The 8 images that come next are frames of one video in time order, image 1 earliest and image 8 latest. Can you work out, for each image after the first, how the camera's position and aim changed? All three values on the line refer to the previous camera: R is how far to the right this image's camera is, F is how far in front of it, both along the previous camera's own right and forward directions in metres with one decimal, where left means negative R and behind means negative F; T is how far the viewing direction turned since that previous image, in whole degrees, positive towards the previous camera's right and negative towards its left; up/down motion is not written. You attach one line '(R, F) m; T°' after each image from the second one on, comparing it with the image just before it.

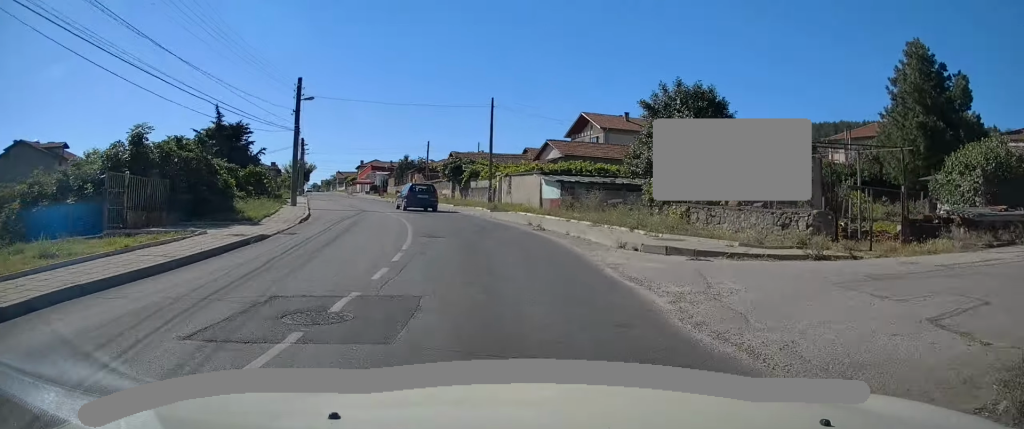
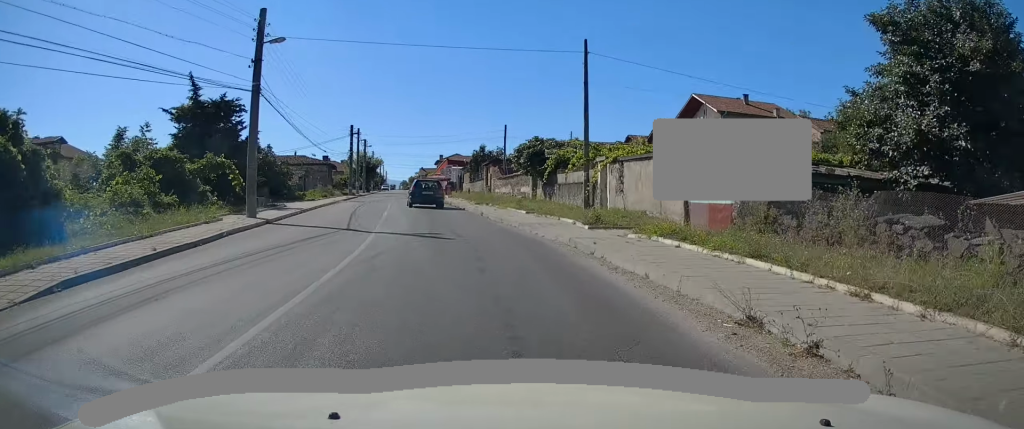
(-0.7, +15.4) m; -7°
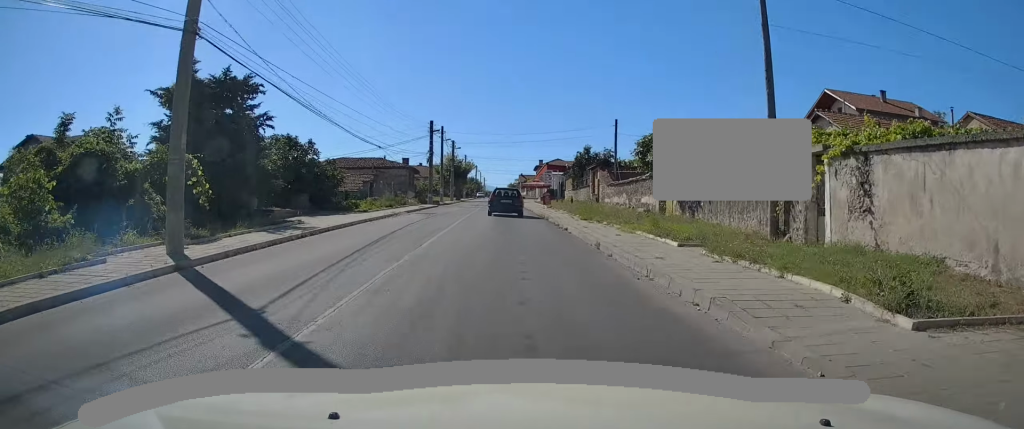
(-0.6, +10.4) m; -5°
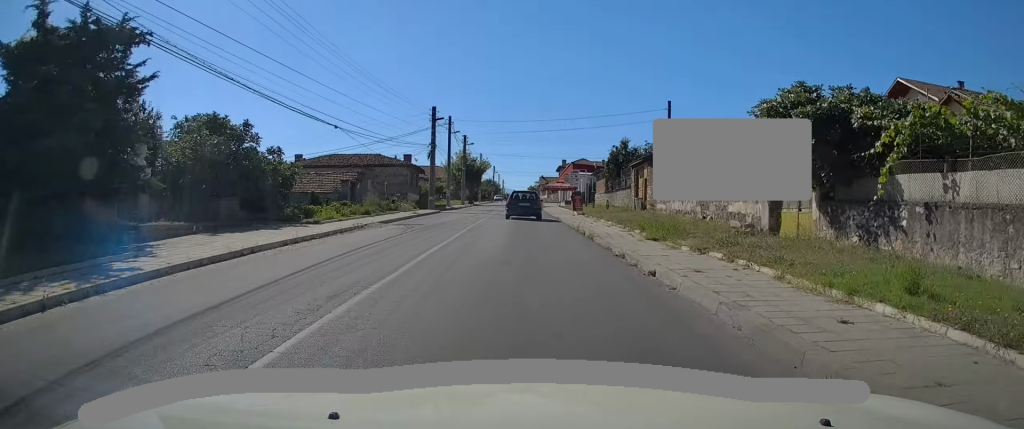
(-0.4, +10.5) m; -3°
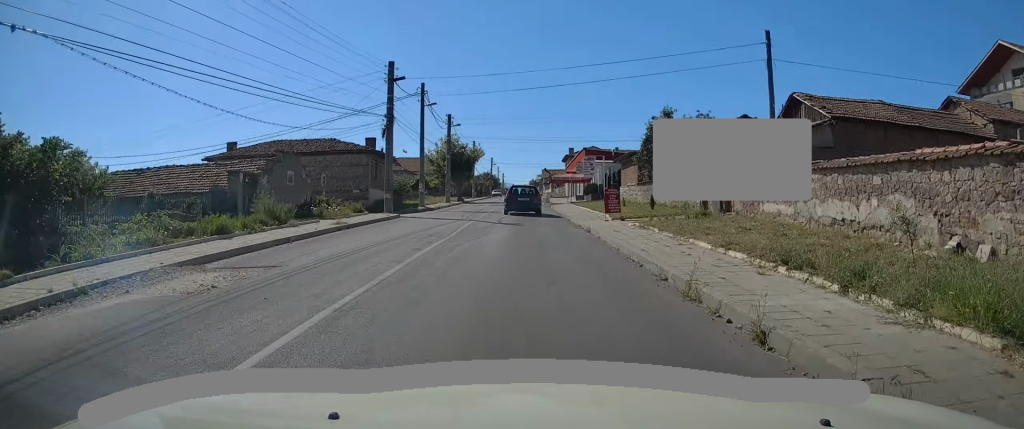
(-0.3, +14.2) m; -2°
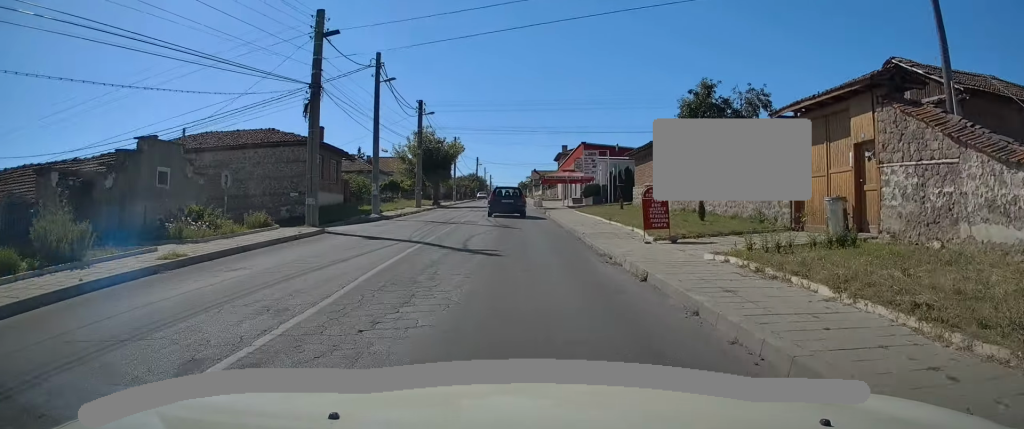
(-0.3, +9.5) m; 0°
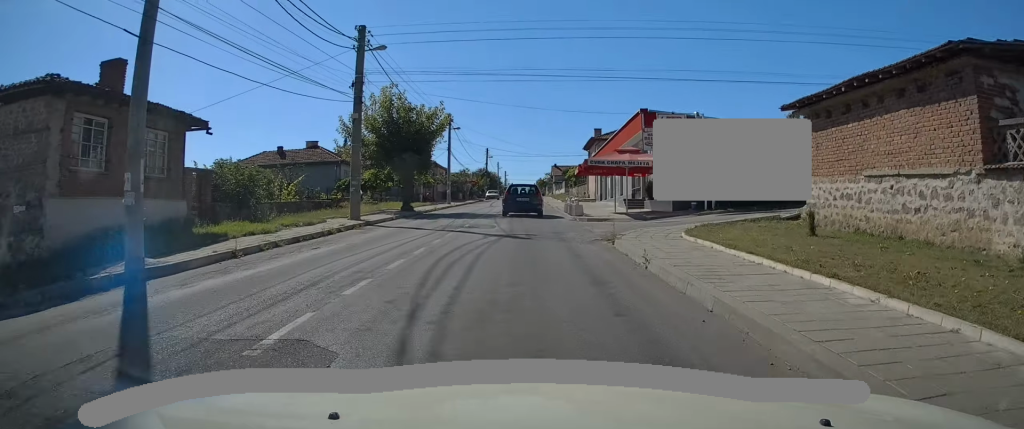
(+0.3, +19.9) m; 0°
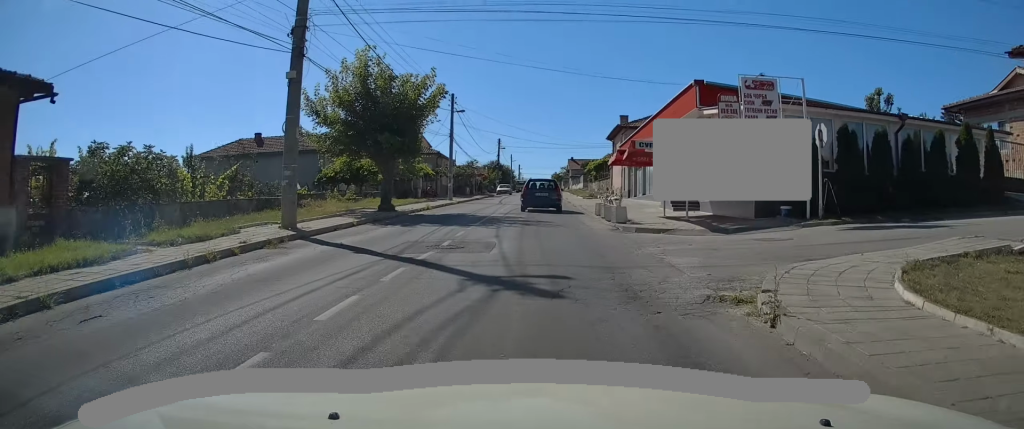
(0.0, +7.9) m; -1°
